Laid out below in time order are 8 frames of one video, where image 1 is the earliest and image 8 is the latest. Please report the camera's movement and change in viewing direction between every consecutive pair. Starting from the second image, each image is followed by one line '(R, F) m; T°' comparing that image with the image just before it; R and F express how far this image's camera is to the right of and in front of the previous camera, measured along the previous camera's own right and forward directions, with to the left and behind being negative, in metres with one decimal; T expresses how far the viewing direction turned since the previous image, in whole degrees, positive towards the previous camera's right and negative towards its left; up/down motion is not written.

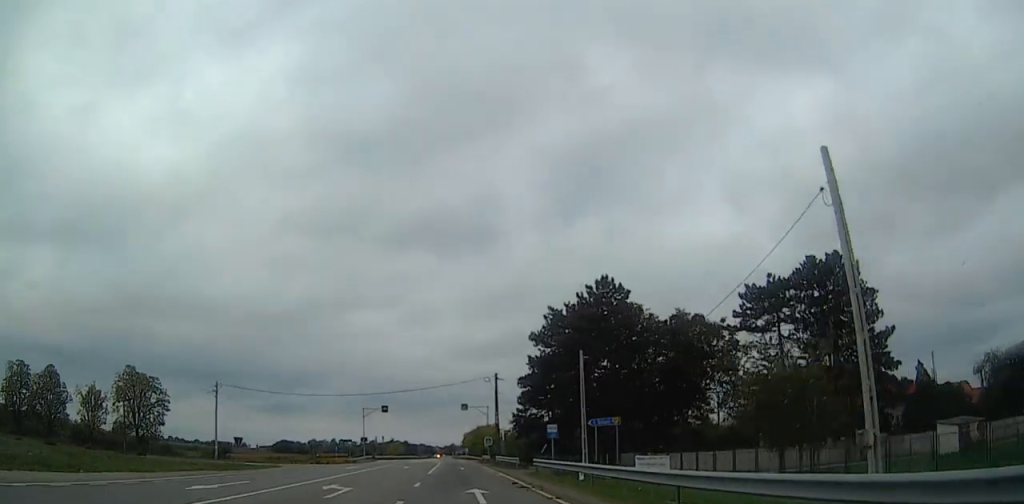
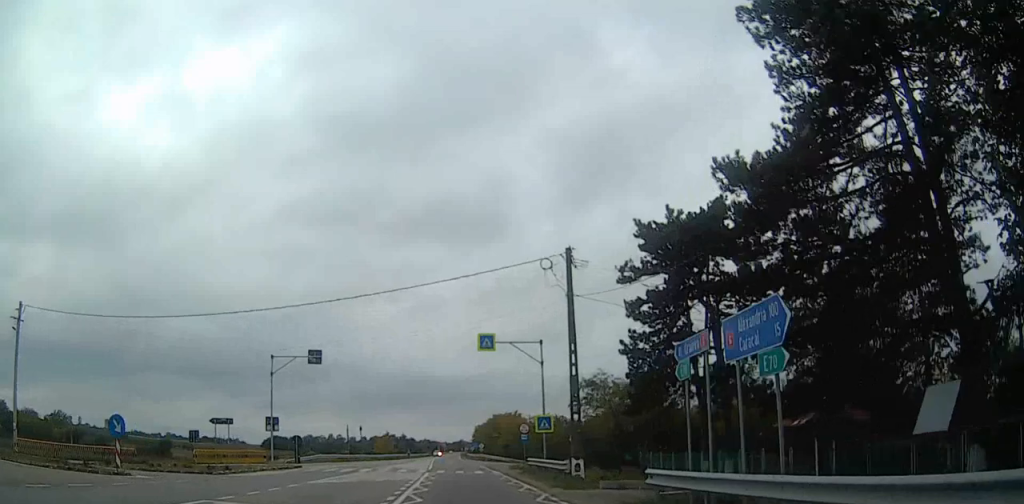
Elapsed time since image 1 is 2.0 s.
(-0.3, +46.3) m; -1°
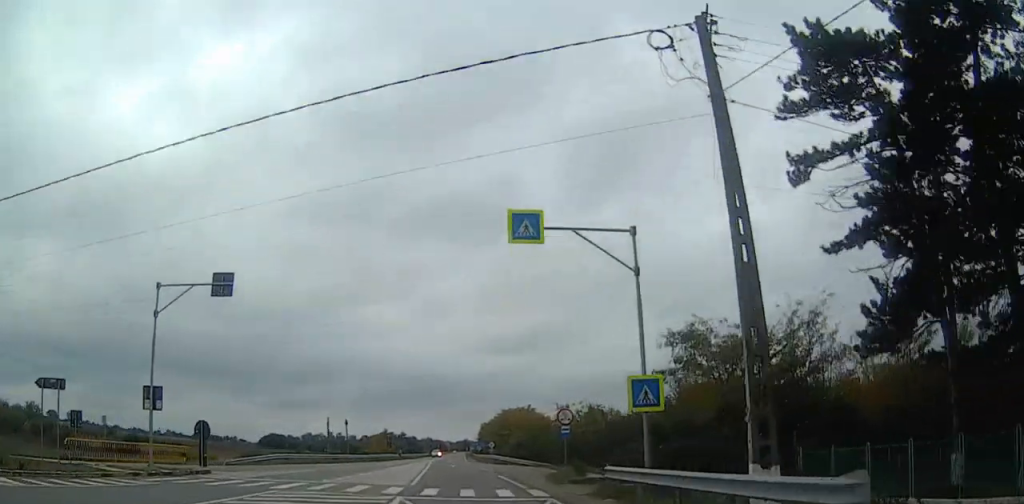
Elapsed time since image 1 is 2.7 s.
(0.0, +17.7) m; 0°
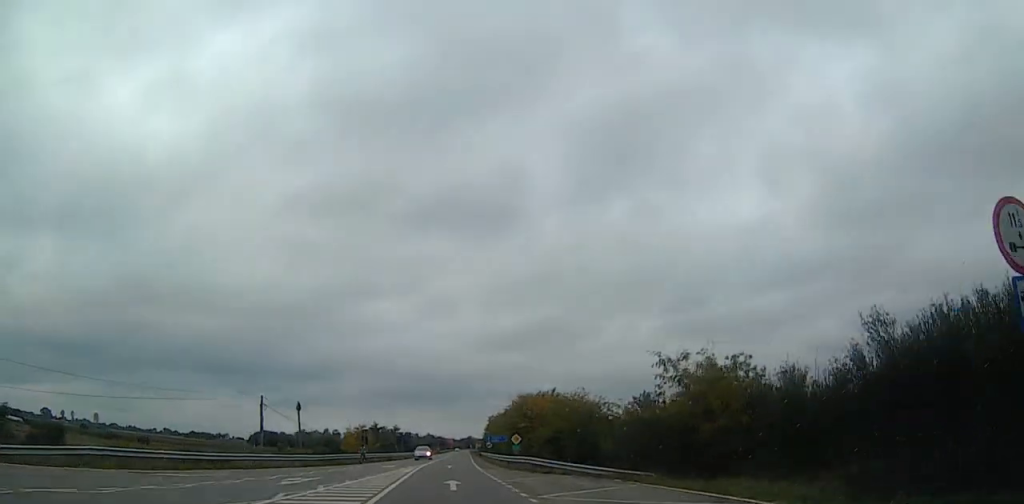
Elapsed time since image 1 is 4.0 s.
(0.0, +28.9) m; 0°
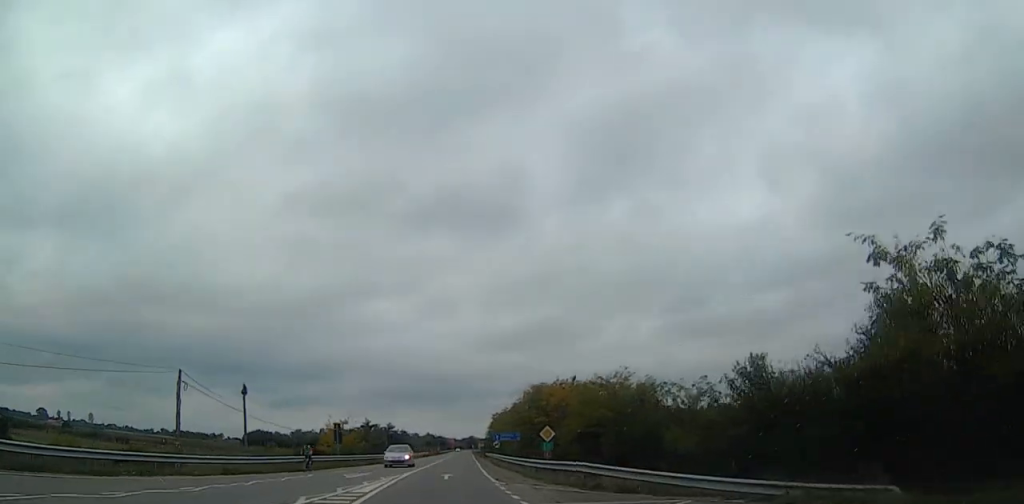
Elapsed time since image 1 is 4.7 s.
(0.0, +16.5) m; 0°
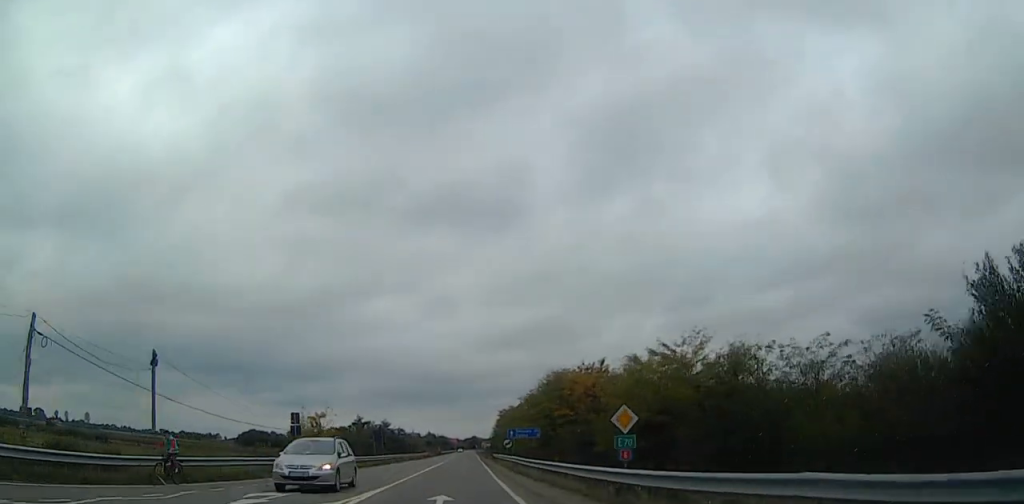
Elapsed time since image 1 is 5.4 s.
(0.0, +14.8) m; 0°
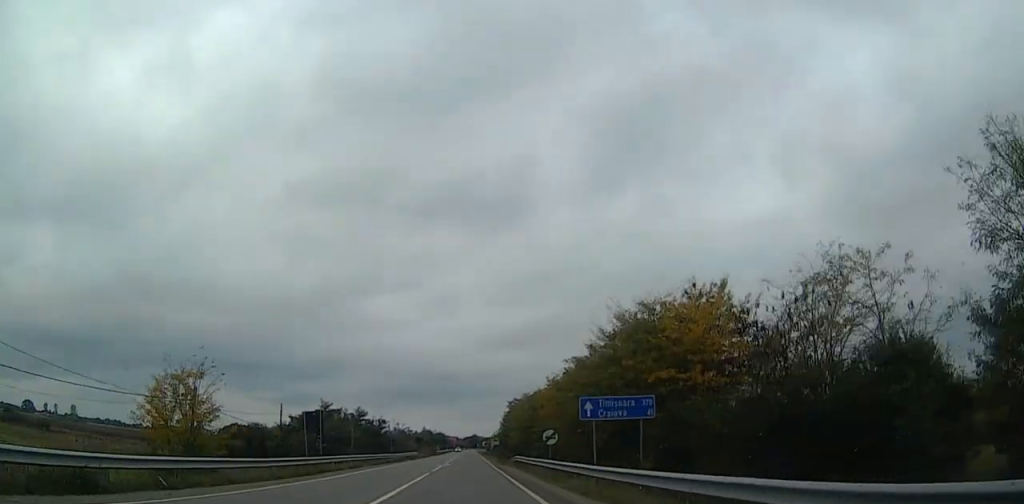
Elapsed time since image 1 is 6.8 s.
(0.0, +31.3) m; 0°
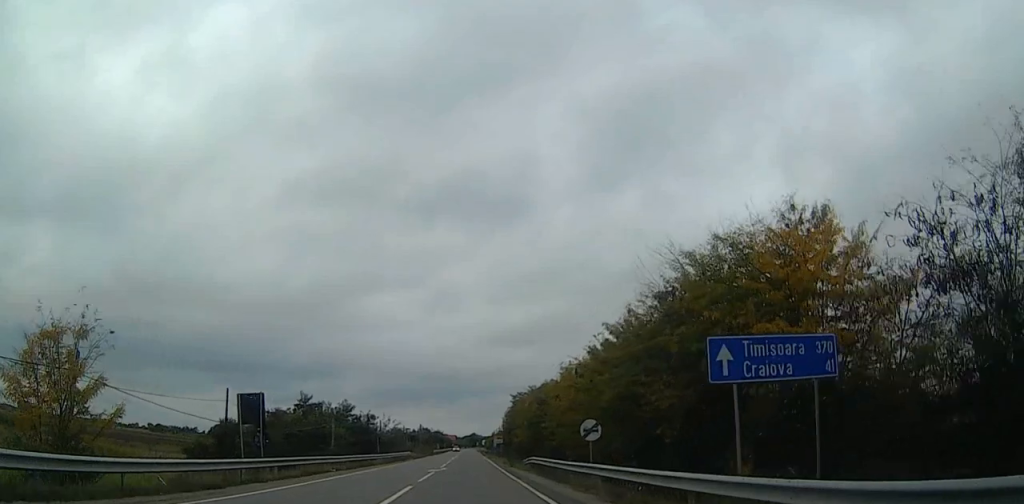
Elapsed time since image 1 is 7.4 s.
(0.0, +11.5) m; 0°
